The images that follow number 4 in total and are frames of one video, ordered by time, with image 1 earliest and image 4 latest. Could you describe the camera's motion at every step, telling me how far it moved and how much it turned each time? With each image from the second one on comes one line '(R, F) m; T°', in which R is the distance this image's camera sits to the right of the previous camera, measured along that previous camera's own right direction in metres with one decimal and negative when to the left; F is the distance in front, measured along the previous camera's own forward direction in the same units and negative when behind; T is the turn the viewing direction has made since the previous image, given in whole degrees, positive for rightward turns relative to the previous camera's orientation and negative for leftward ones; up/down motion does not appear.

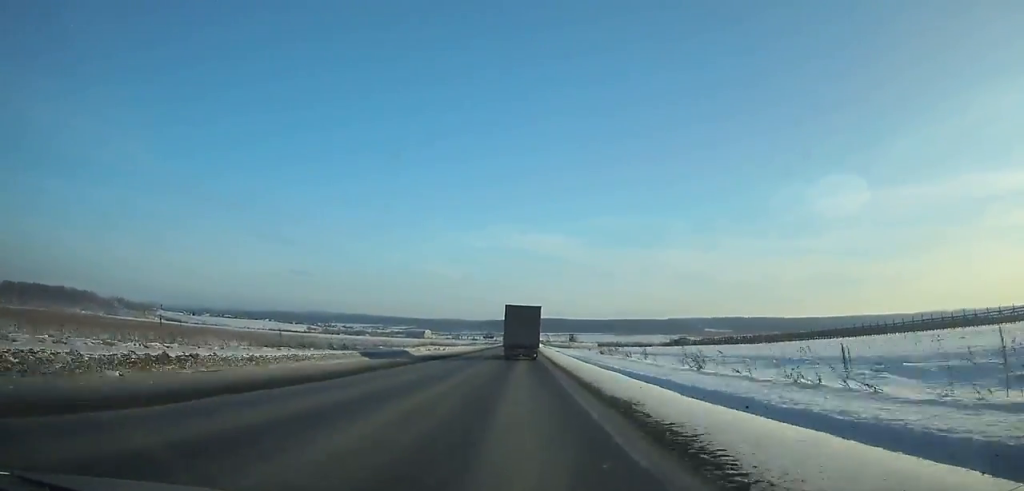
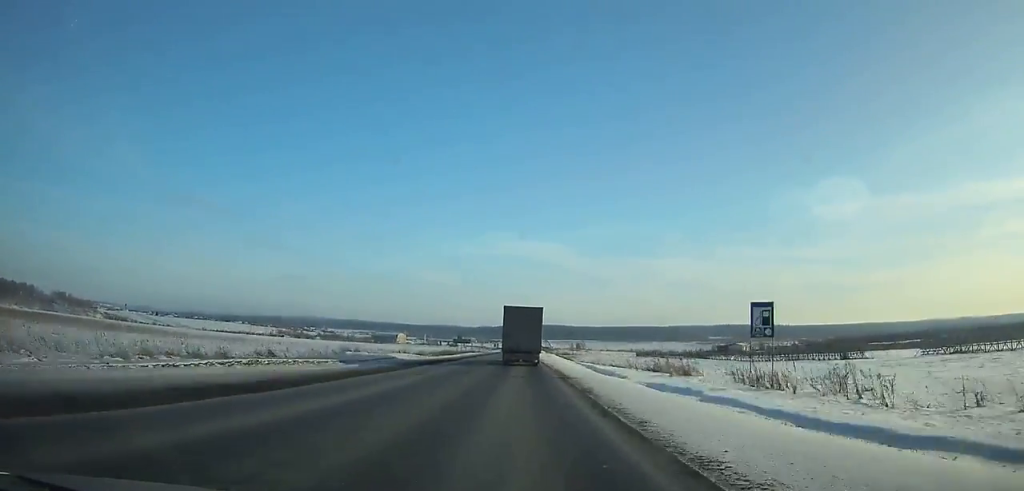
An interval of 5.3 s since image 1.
(+0.5, +129.1) m; 0°
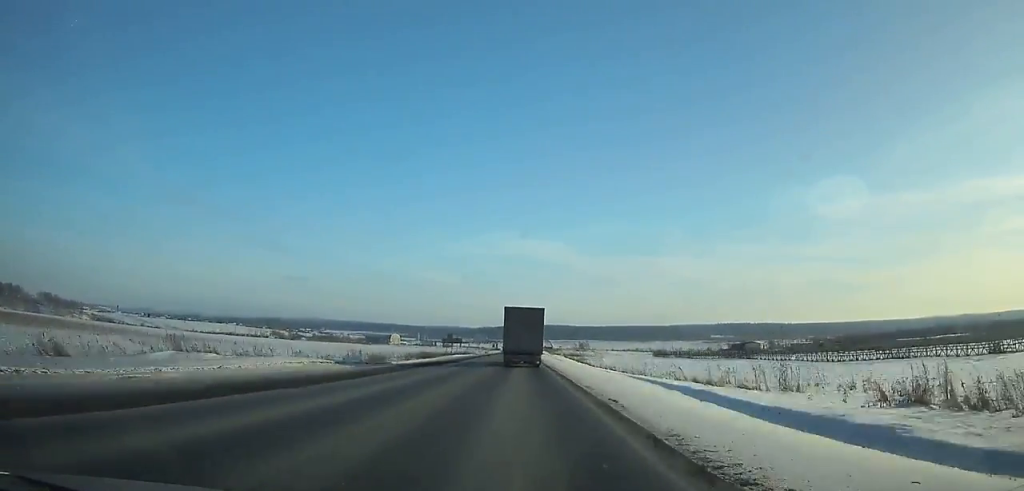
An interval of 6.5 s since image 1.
(0.0, +29.0) m; 0°
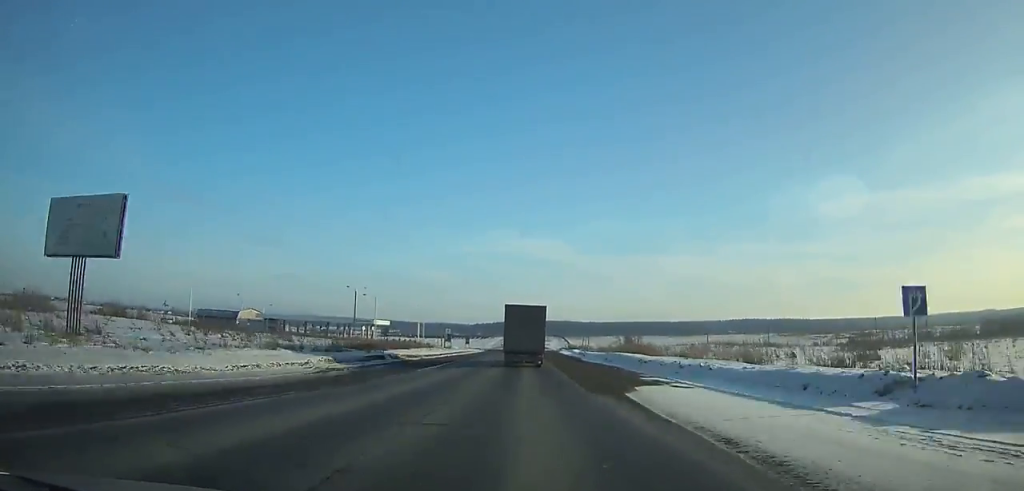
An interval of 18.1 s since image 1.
(-1.8, +275.4) m; 0°
